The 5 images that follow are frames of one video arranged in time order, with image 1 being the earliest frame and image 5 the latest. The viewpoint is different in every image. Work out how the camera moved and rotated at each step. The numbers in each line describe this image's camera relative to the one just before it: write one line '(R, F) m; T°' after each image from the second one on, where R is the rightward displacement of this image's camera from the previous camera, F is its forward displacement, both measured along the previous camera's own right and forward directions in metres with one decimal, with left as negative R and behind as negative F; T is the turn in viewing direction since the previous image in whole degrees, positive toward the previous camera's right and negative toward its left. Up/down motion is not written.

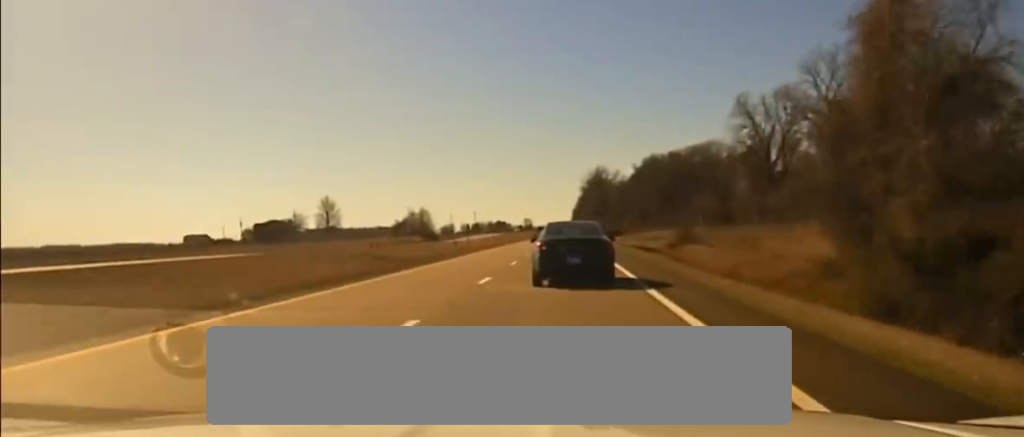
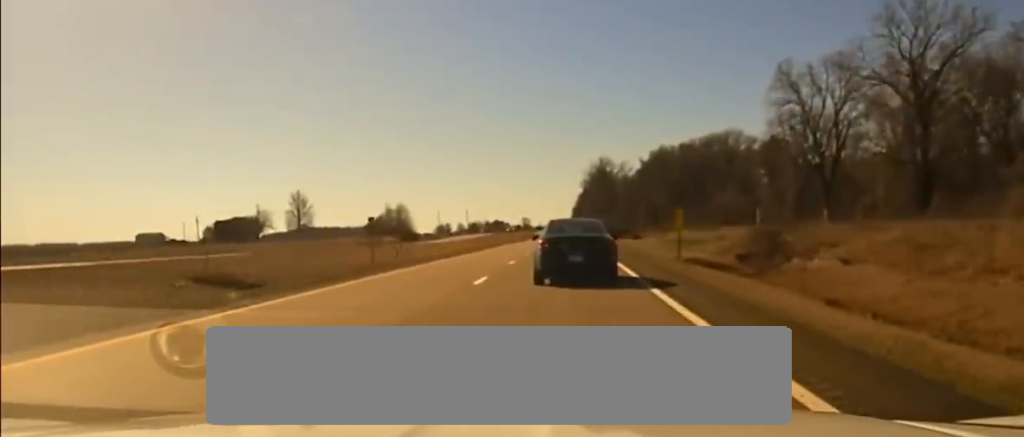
(0.0, +39.3) m; -1°
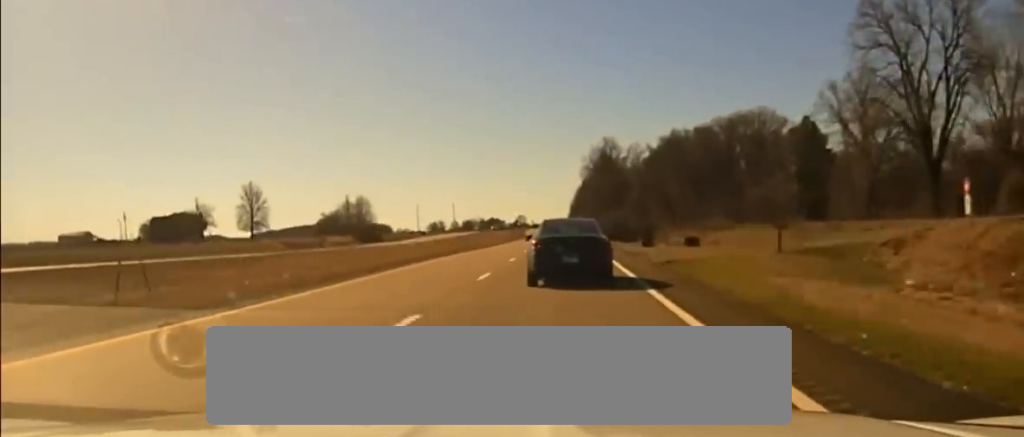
(-0.4, +45.1) m; 0°
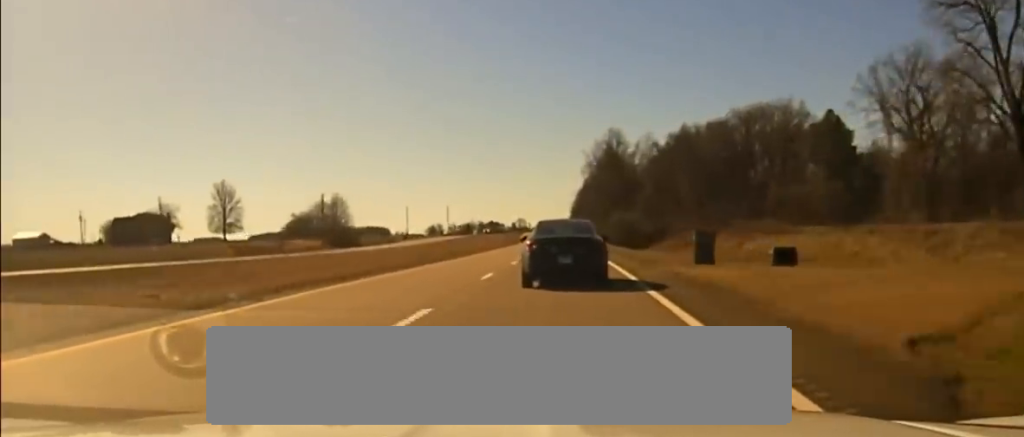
(+0.1, +23.1) m; 0°
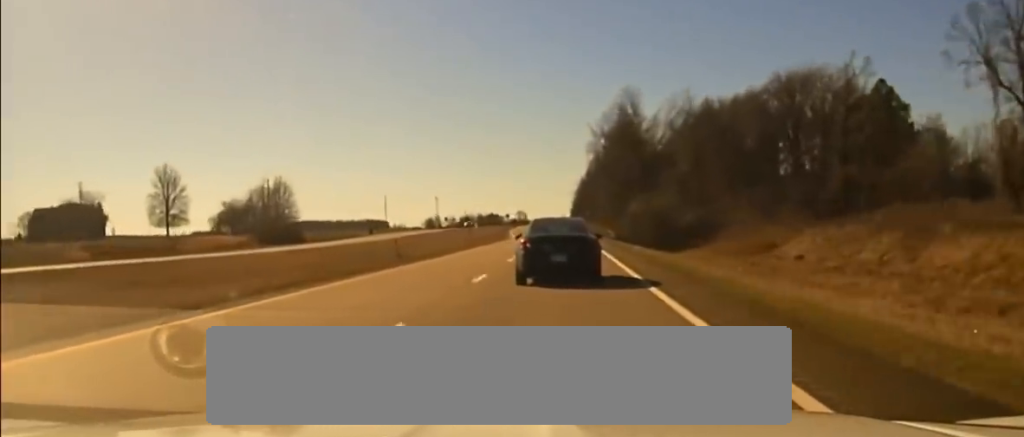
(+0.1, +37.4) m; 0°
